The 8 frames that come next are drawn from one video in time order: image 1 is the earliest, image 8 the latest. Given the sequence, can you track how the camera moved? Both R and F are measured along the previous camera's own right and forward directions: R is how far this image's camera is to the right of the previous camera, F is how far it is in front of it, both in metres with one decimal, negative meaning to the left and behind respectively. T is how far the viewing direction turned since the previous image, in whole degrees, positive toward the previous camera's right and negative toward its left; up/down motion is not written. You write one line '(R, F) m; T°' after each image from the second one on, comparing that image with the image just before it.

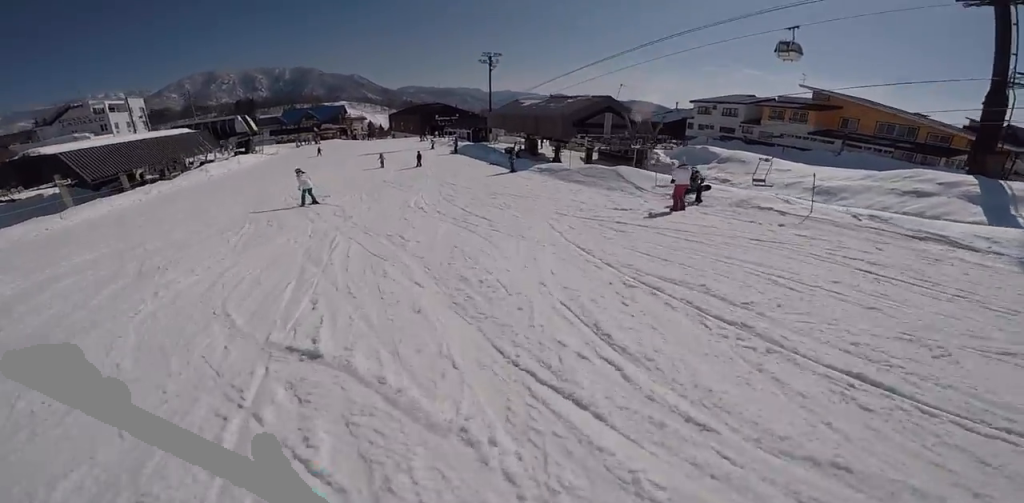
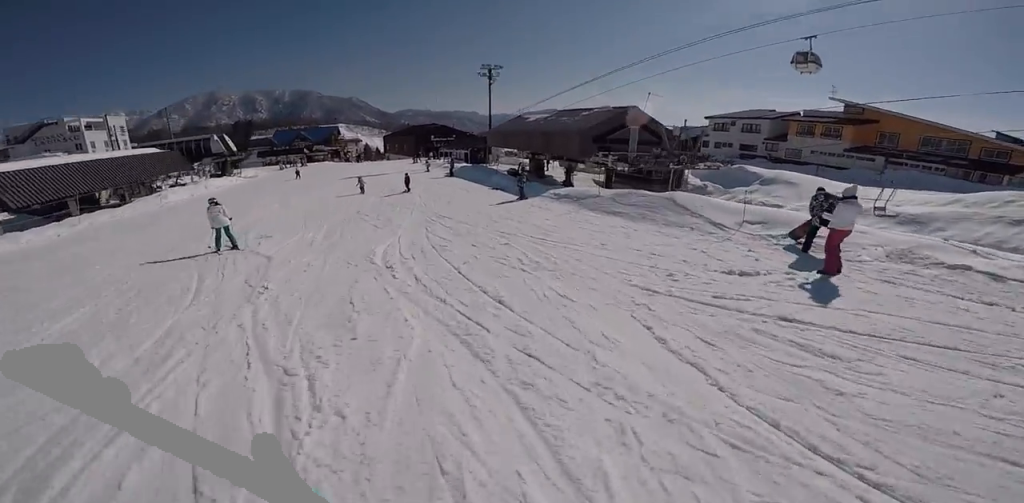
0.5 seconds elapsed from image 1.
(-0.2, +4.9) m; -1°
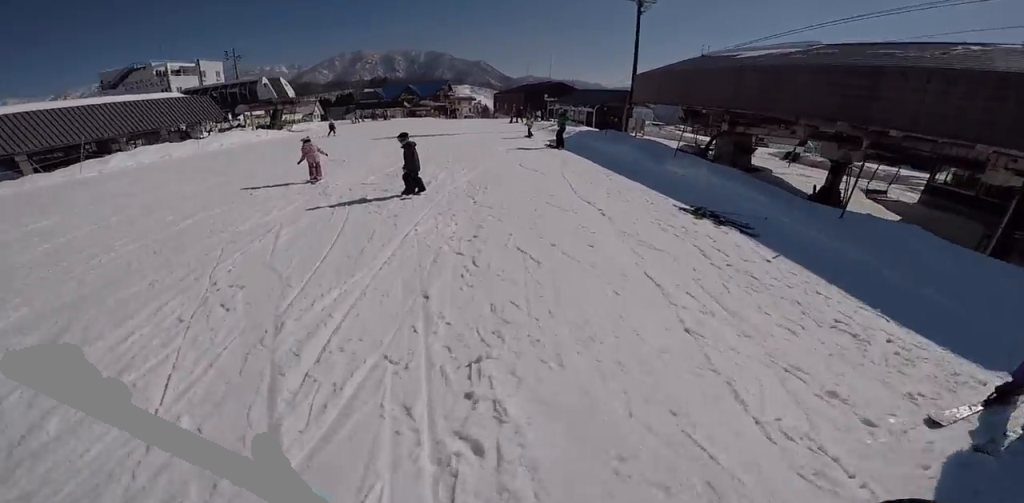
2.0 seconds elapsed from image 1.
(0.0, +15.0) m; -10°
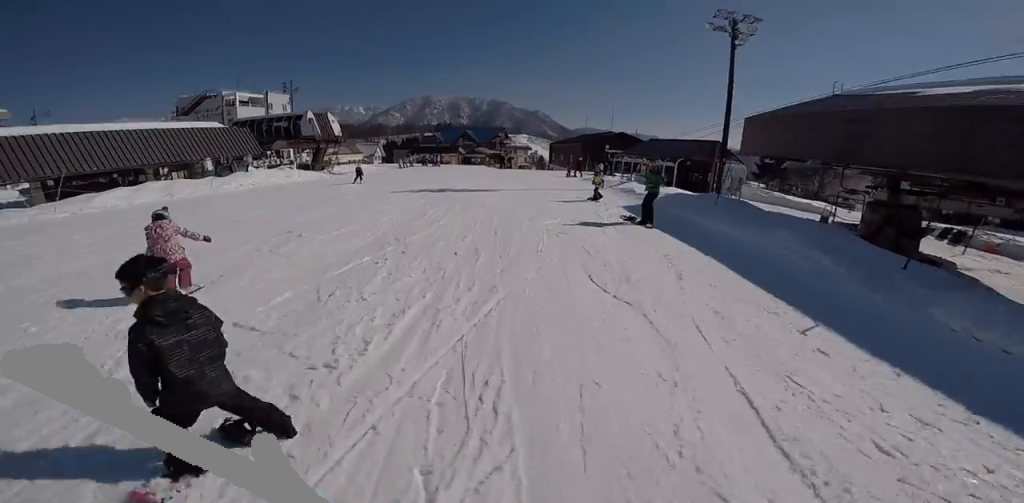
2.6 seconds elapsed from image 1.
(-0.3, +4.8) m; -3°
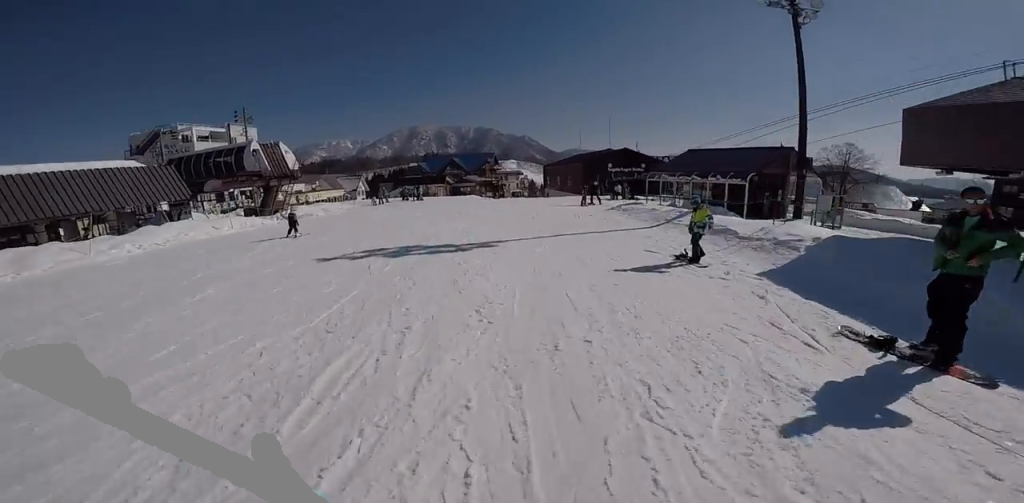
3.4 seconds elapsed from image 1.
(-0.8, +6.2) m; 0°
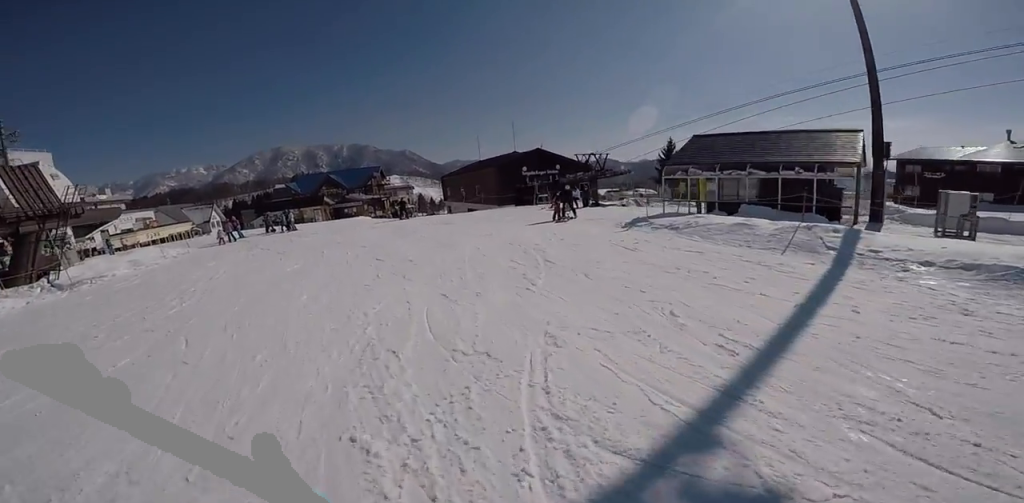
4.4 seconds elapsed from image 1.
(+1.1, +7.7) m; +8°
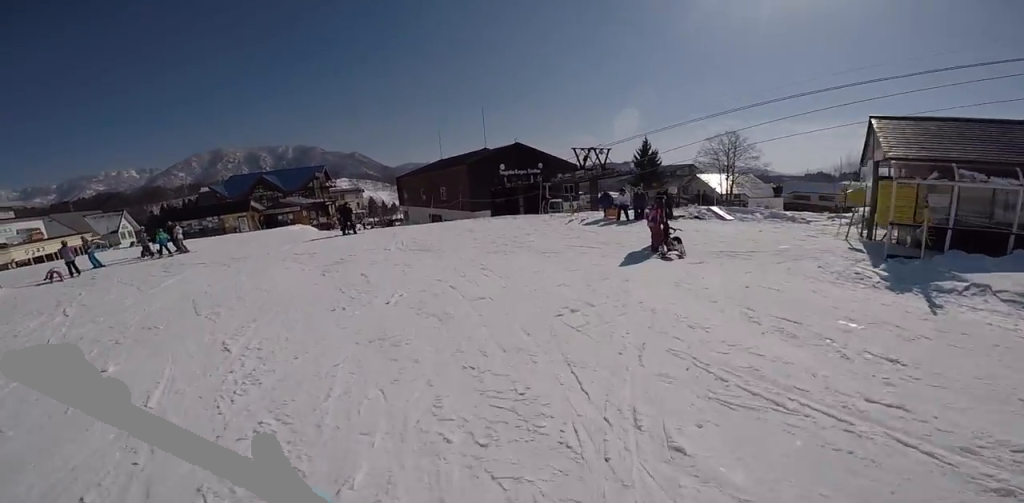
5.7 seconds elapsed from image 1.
(-0.2, +7.6) m; -3°
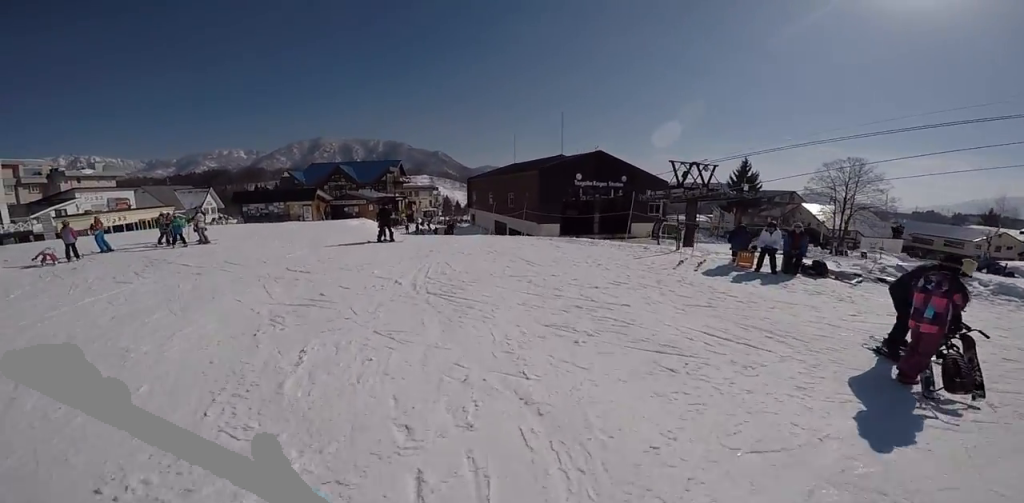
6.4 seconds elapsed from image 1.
(-0.2, +4.1) m; +2°
